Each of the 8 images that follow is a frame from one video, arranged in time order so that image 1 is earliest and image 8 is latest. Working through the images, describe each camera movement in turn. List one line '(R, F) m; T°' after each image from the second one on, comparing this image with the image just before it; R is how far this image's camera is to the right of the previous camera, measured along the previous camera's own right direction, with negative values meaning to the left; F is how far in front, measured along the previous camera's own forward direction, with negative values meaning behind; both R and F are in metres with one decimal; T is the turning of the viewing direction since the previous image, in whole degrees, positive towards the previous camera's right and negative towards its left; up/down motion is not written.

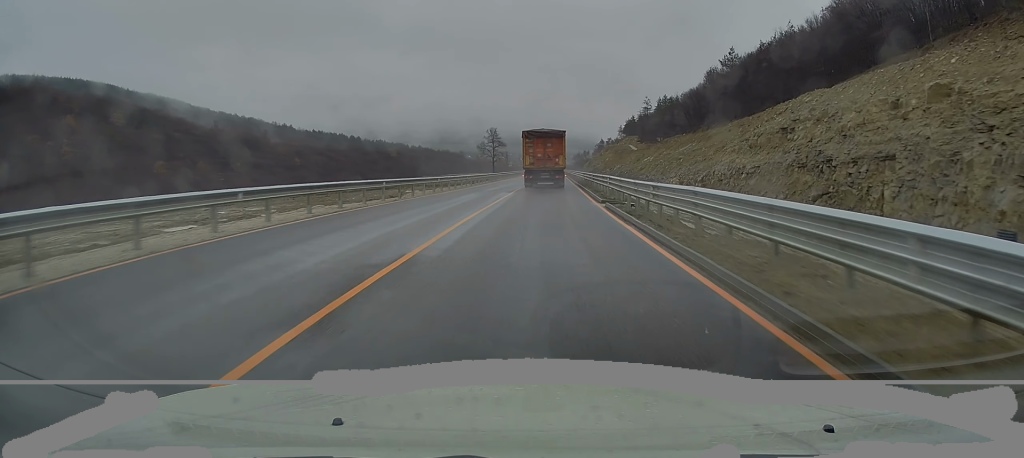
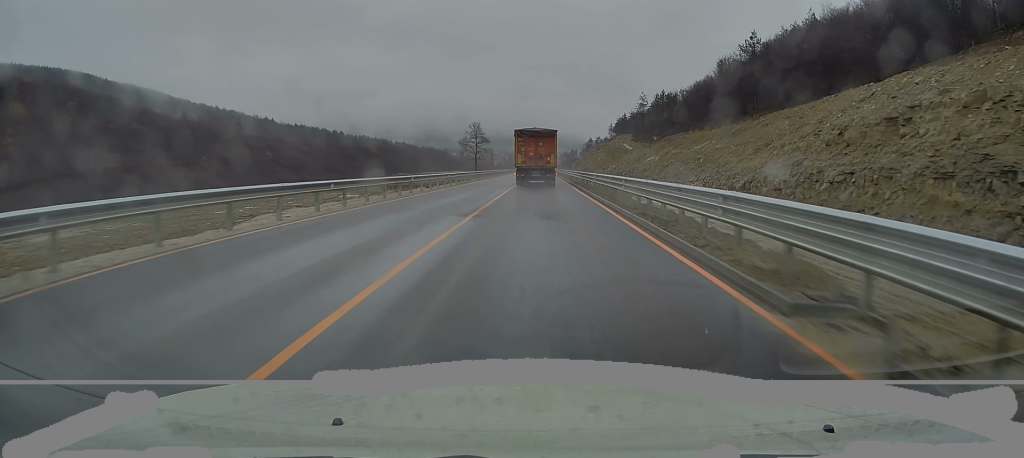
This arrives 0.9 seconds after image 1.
(+0.4, +18.6) m; +2°
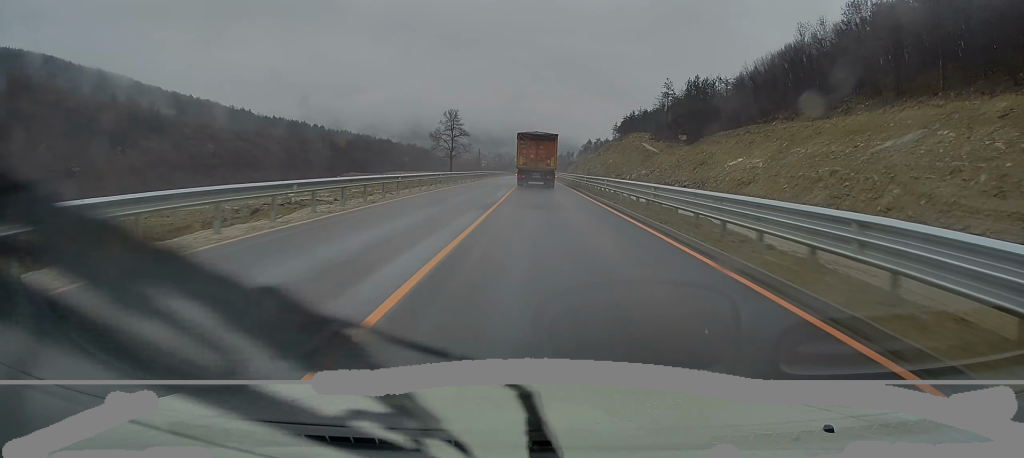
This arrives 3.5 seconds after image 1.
(+1.1, +52.4) m; +1°
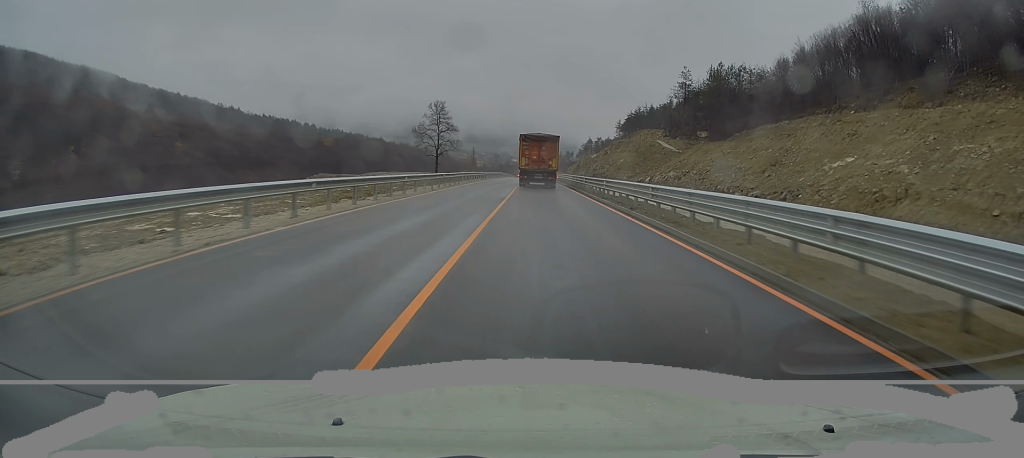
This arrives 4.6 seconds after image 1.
(0.0, +23.1) m; 0°
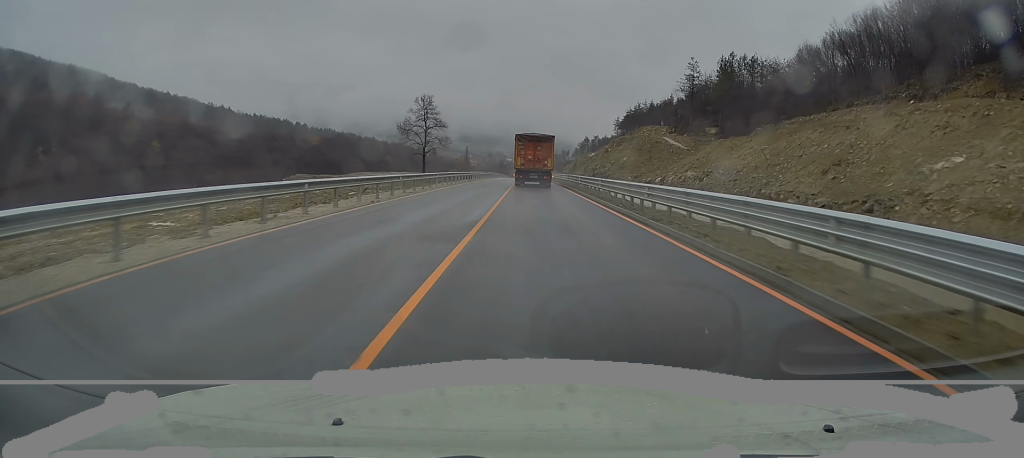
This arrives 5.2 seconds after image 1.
(-0.1, +12.2) m; 0°
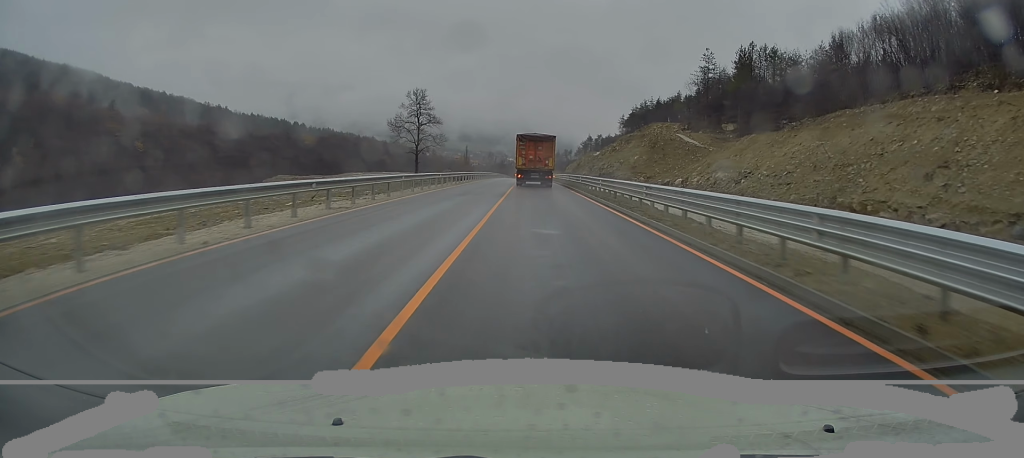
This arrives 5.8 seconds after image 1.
(0.0, +11.5) m; 0°
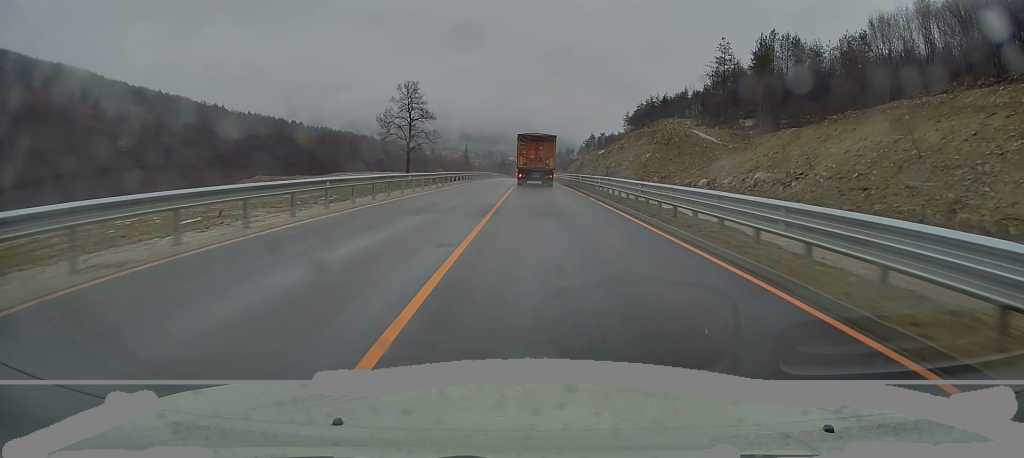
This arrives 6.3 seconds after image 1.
(+0.1, +10.8) m; 0°
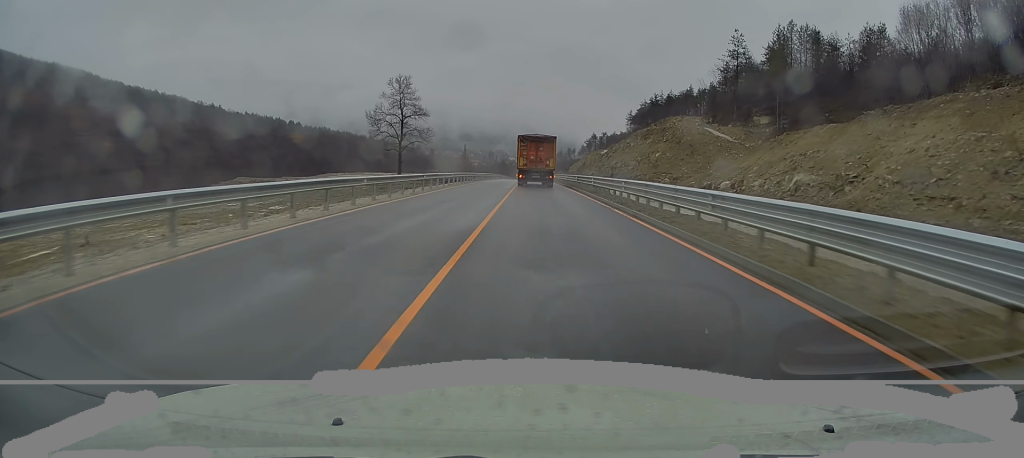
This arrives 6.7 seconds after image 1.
(0.0, +8.1) m; 0°
